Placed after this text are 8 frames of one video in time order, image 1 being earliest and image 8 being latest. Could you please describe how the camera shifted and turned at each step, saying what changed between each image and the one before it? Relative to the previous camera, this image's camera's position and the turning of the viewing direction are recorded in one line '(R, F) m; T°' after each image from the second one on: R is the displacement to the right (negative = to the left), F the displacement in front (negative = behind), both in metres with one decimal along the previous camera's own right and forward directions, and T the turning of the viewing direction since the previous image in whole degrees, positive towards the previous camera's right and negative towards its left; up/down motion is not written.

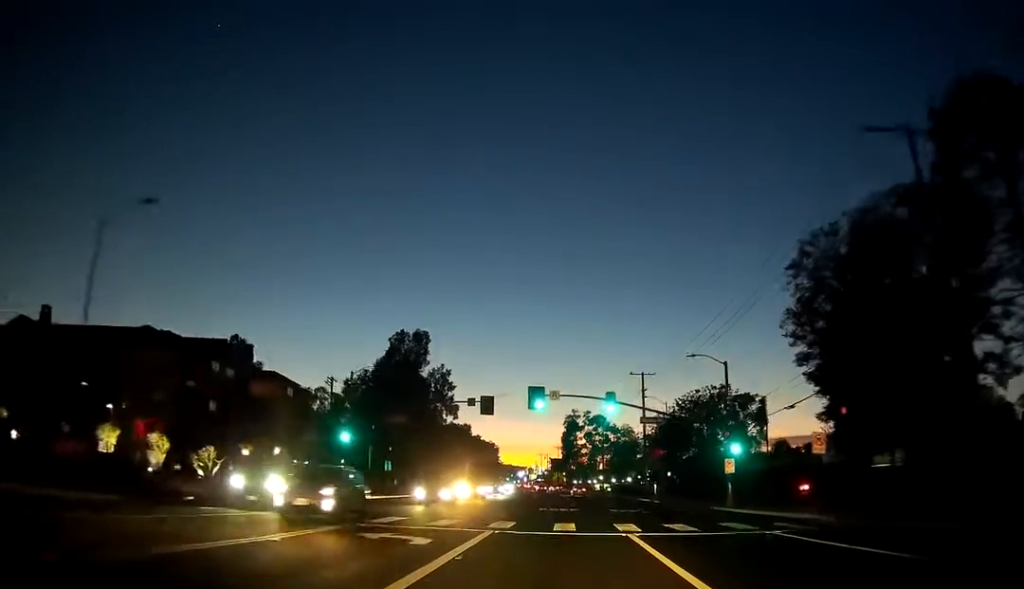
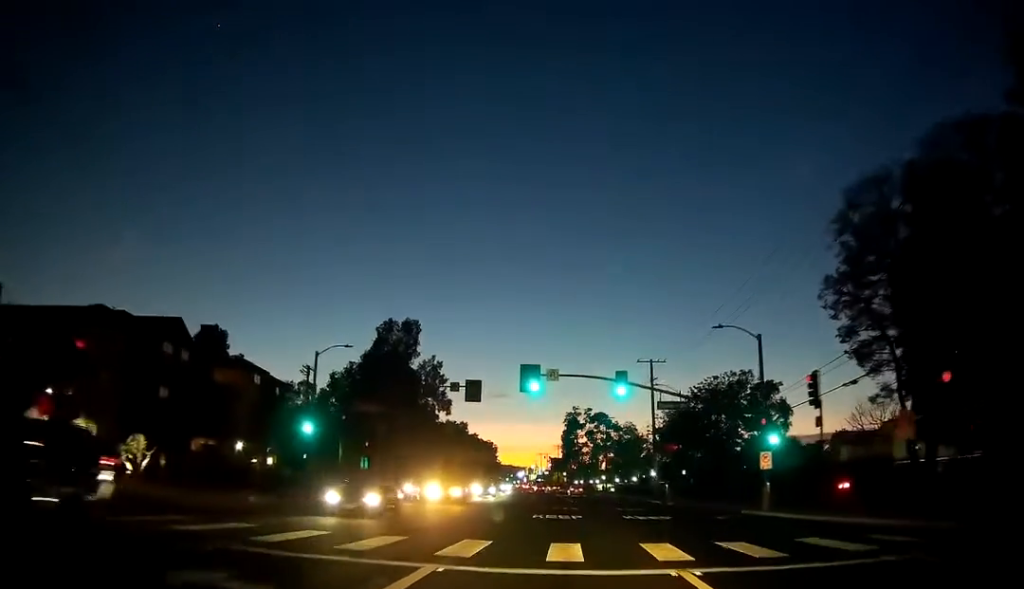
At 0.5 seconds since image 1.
(-0.1, +9.2) m; 0°
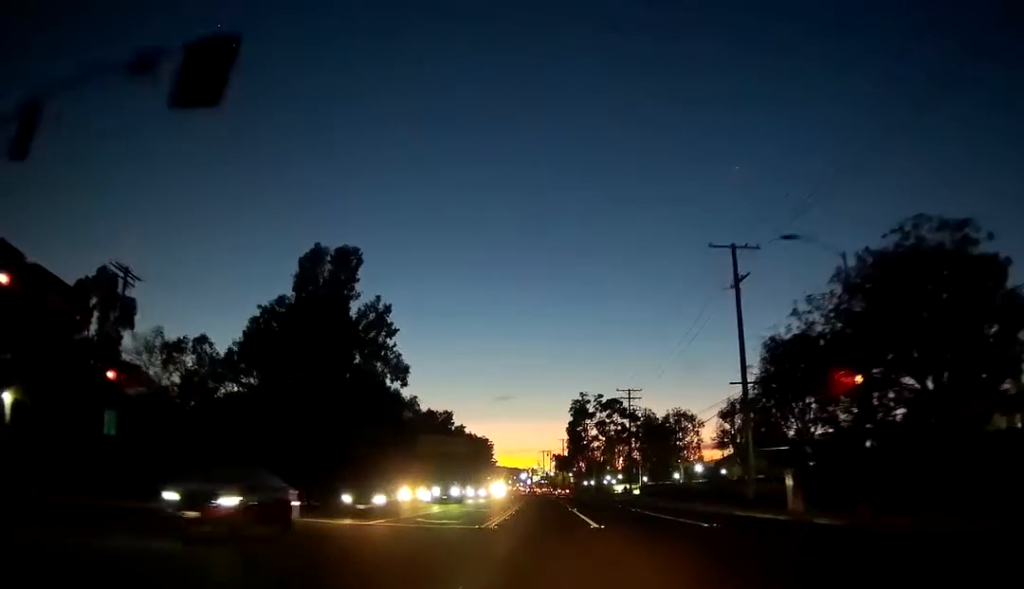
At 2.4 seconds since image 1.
(-0.4, +37.7) m; -1°
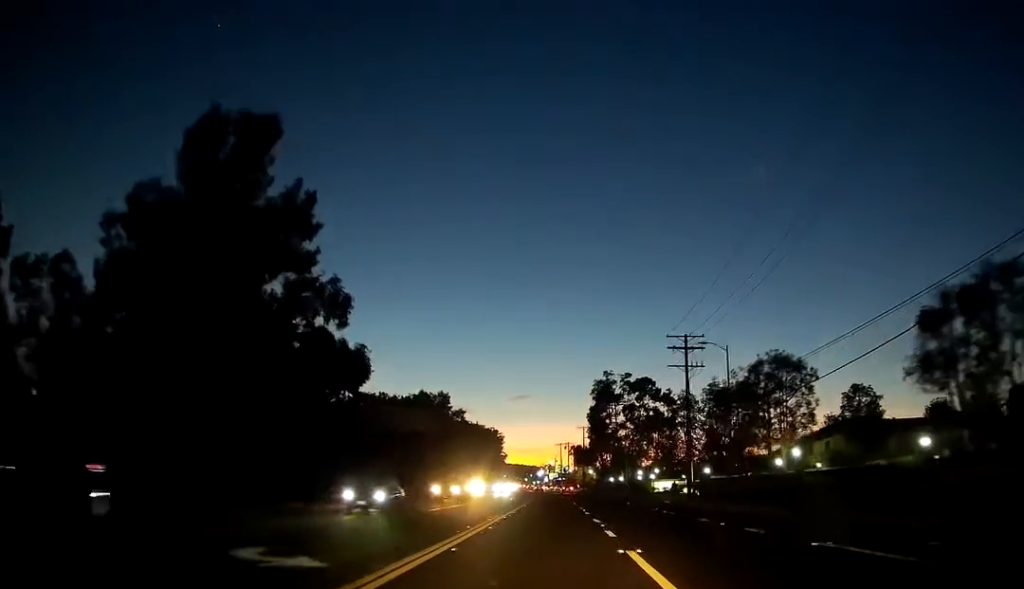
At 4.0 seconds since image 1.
(-0.4, +31.3) m; -2°
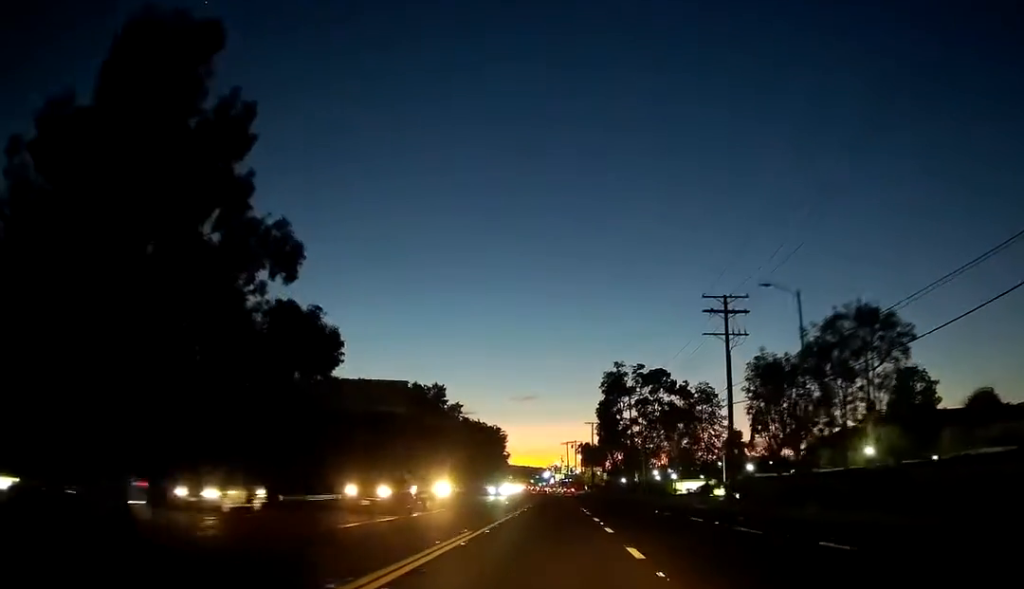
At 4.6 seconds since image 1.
(0.0, +12.8) m; 0°
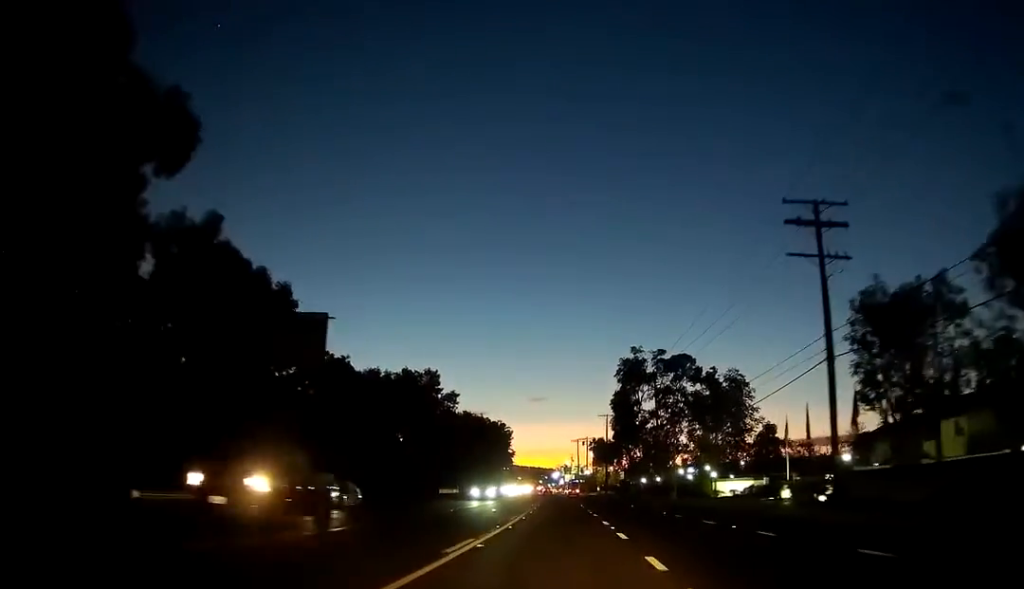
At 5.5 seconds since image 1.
(-0.1, +16.9) m; 0°
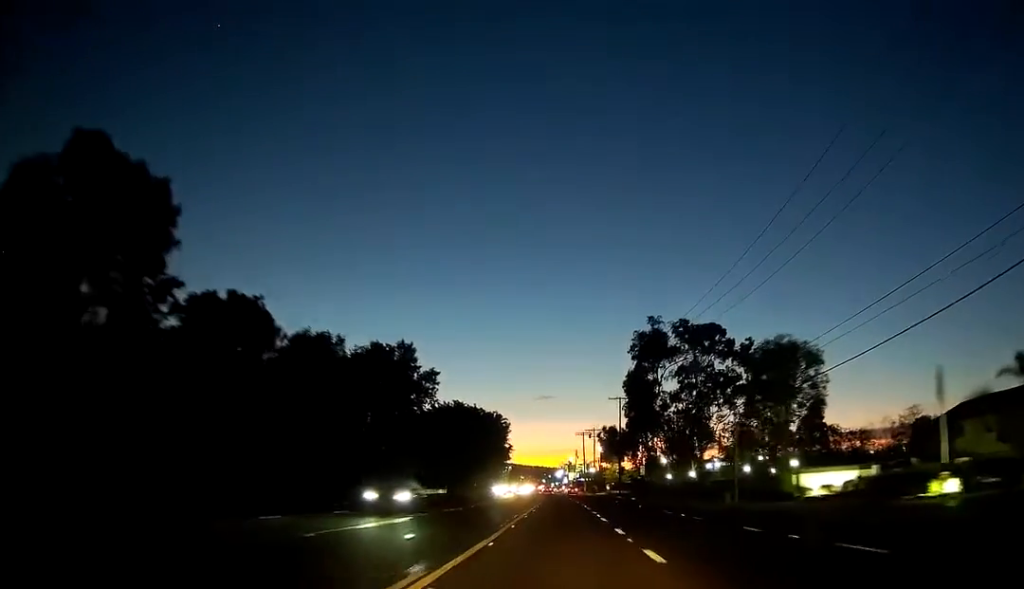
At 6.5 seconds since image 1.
(-0.1, +22.0) m; 0°
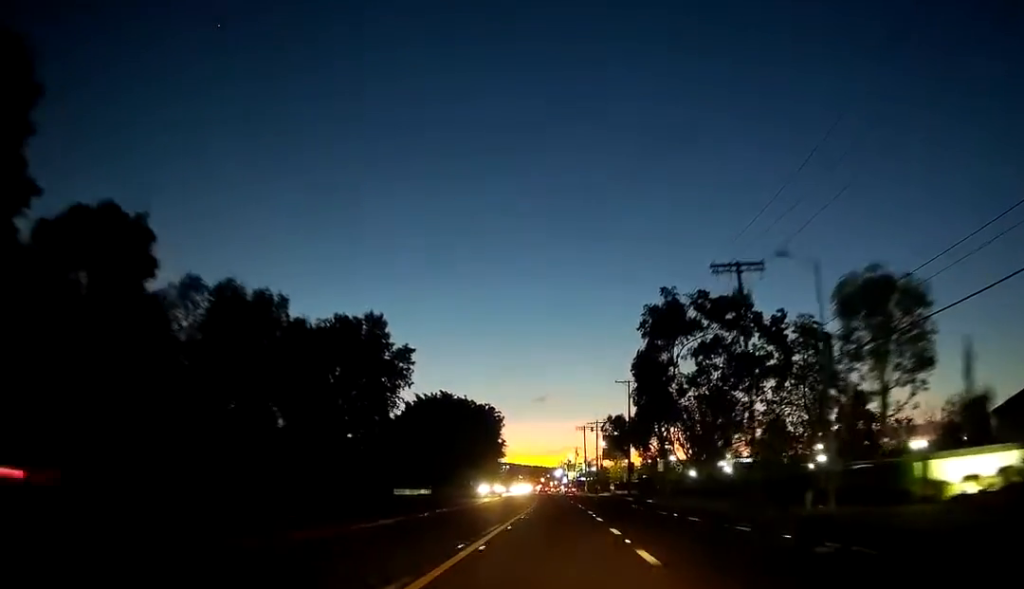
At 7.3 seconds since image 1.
(0.0, +15.9) m; 0°
